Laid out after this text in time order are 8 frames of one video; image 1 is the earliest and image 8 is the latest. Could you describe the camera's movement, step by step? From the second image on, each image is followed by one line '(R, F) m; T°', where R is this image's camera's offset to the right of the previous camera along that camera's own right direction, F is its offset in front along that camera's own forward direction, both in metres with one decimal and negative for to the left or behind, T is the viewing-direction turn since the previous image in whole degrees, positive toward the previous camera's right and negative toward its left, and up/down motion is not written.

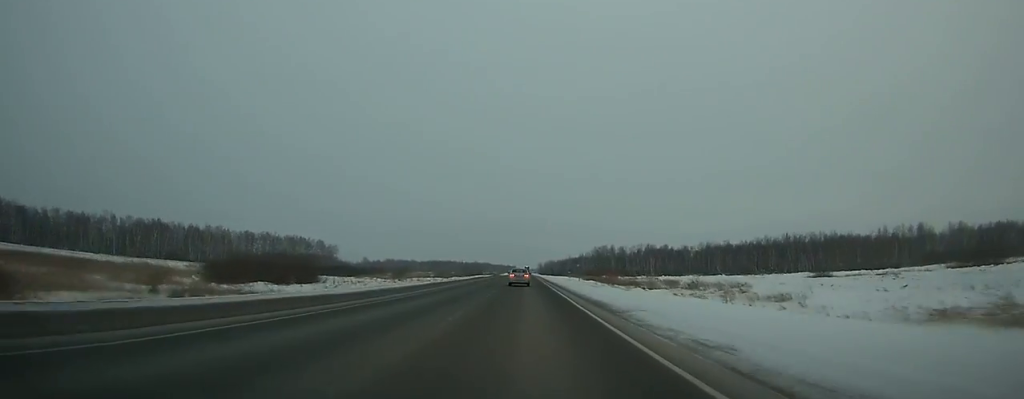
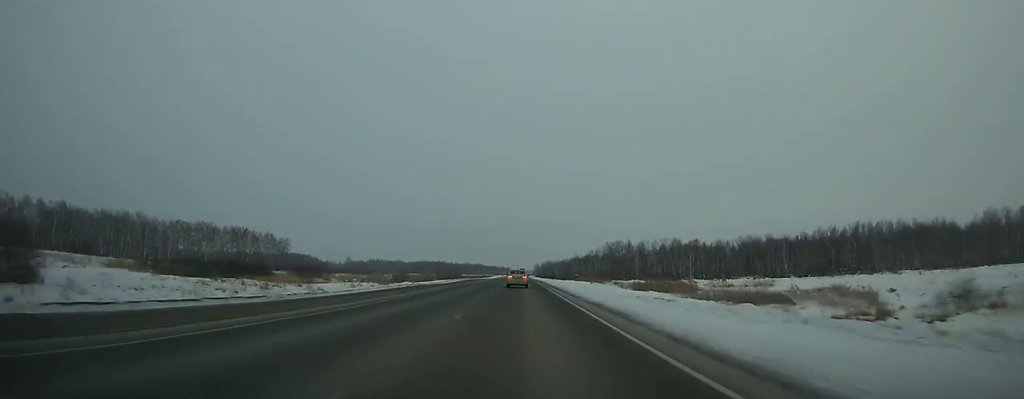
(+0.3, +70.7) m; 0°
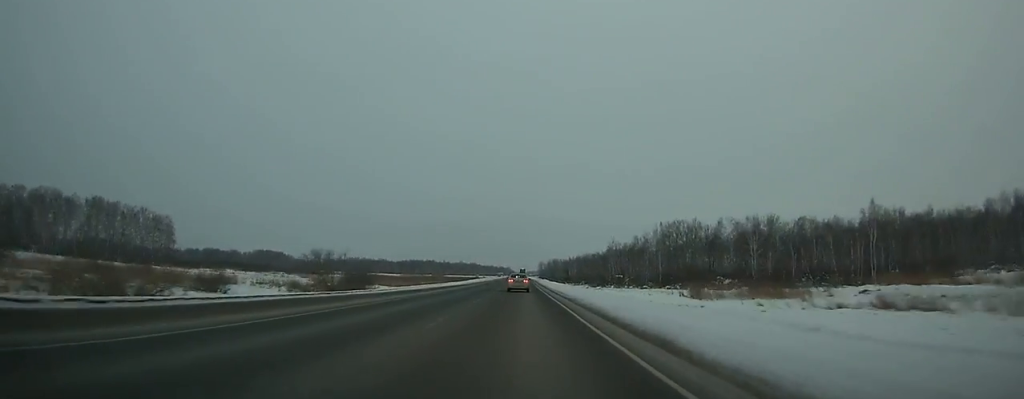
(-0.2, +108.8) m; 0°
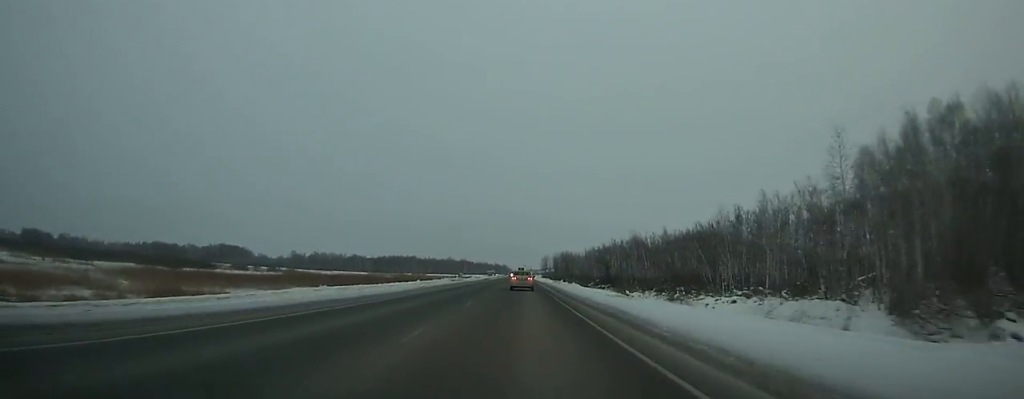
(+0.1, +118.9) m; 0°
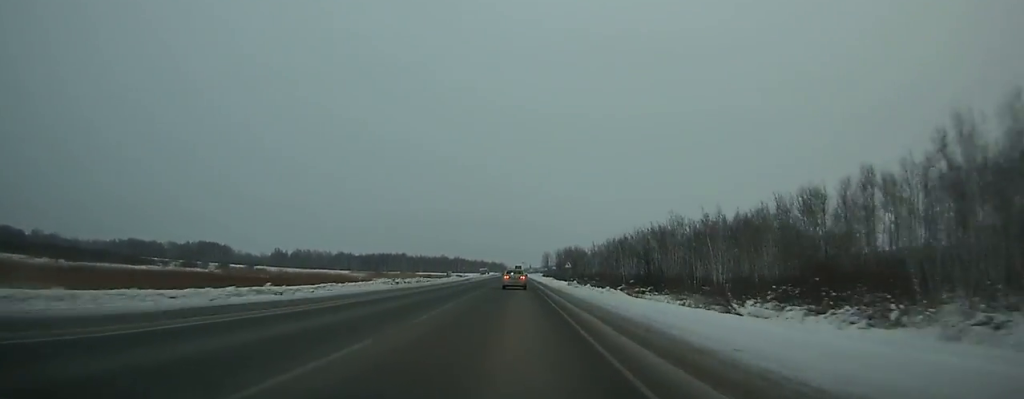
(0.0, +44.6) m; 0°
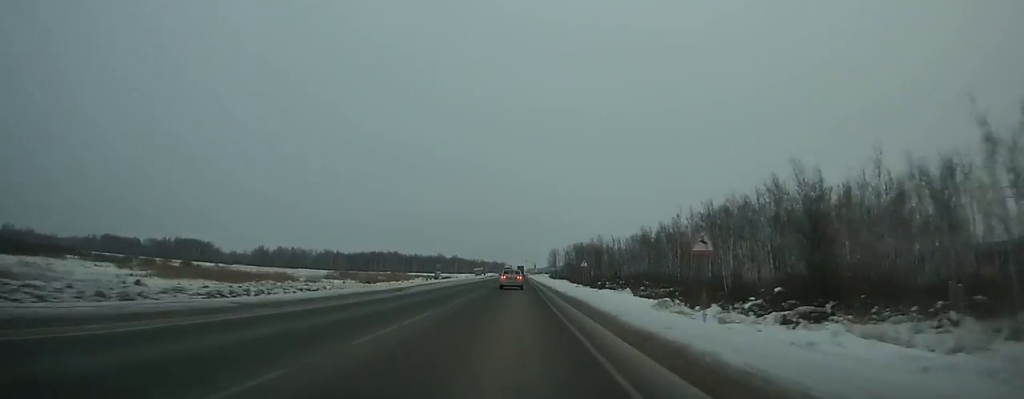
(0.0, +51.5) m; 0°
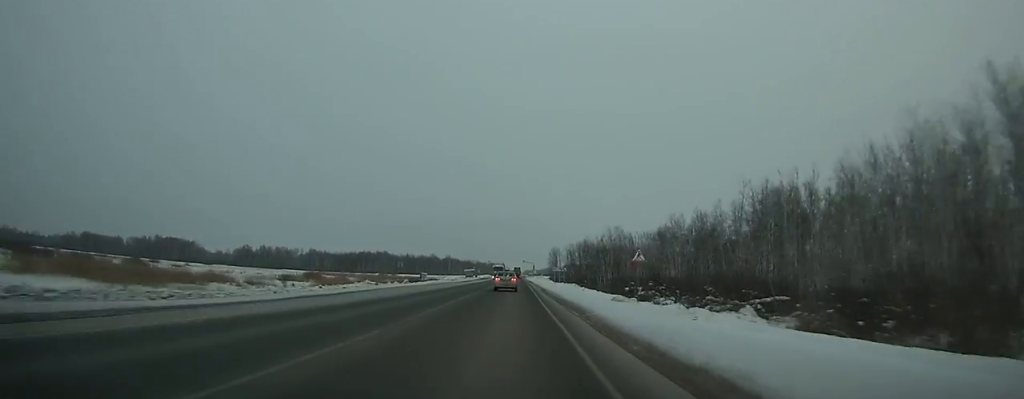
(-0.1, +31.6) m; 0°
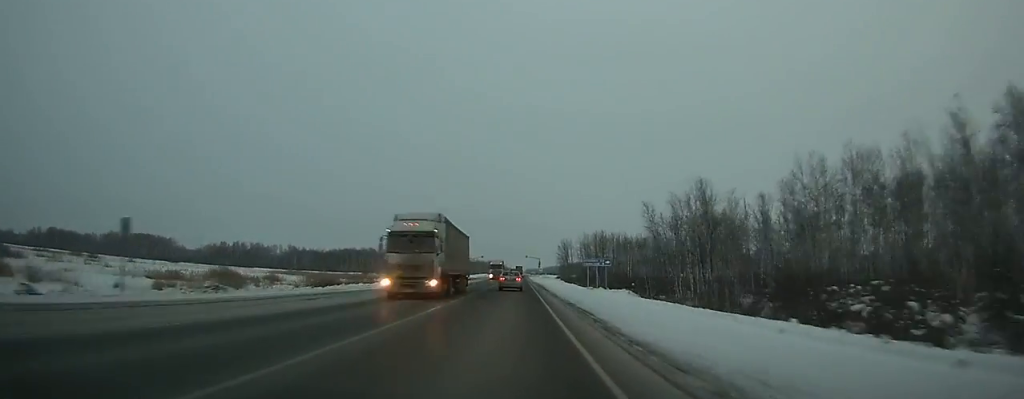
(0.0, +53.4) m; 0°
